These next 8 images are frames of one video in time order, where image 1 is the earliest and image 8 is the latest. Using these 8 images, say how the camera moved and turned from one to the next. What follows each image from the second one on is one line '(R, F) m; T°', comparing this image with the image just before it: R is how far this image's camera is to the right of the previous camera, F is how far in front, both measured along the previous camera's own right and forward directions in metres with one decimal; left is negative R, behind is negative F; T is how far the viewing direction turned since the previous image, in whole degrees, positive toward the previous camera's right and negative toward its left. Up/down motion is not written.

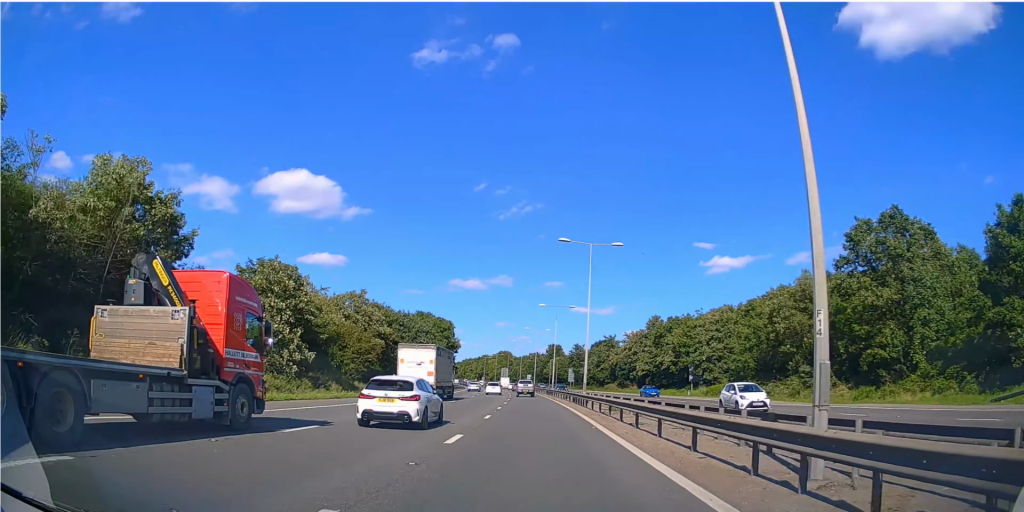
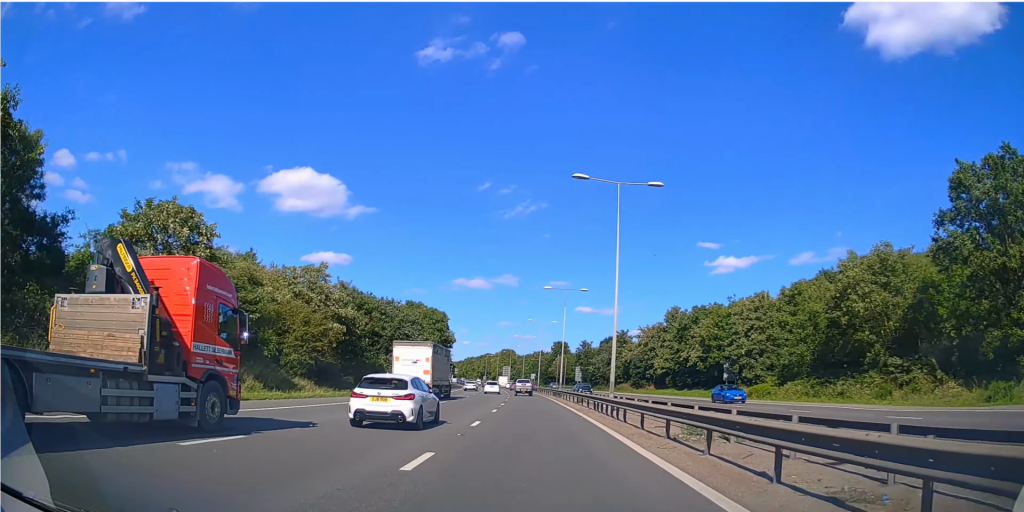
(0.0, +13.8) m; 0°
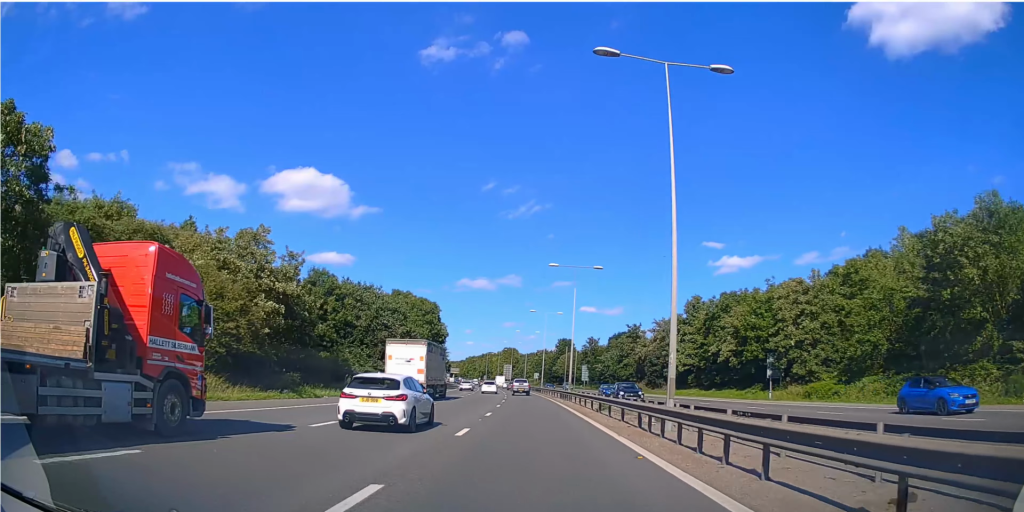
(+0.1, +11.9) m; -1°
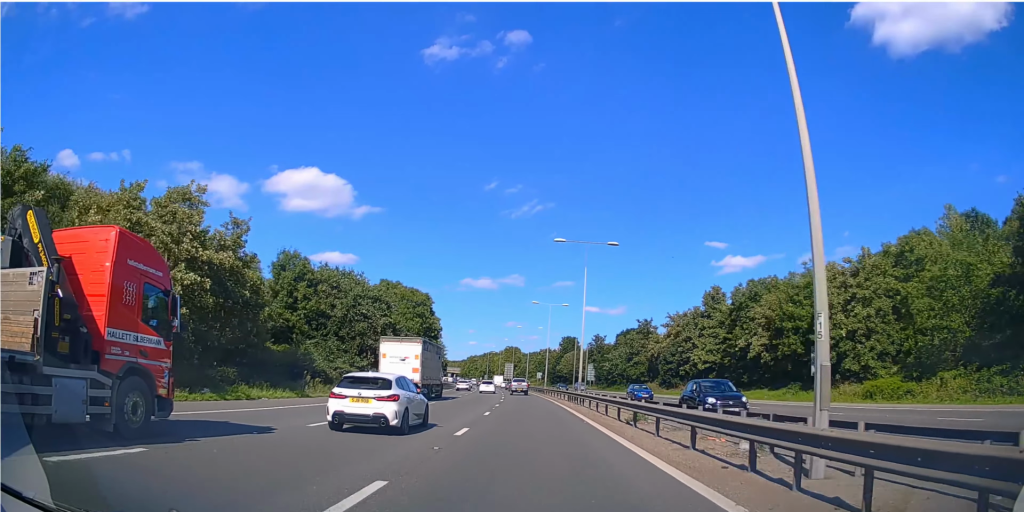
(0.0, +9.2) m; -1°
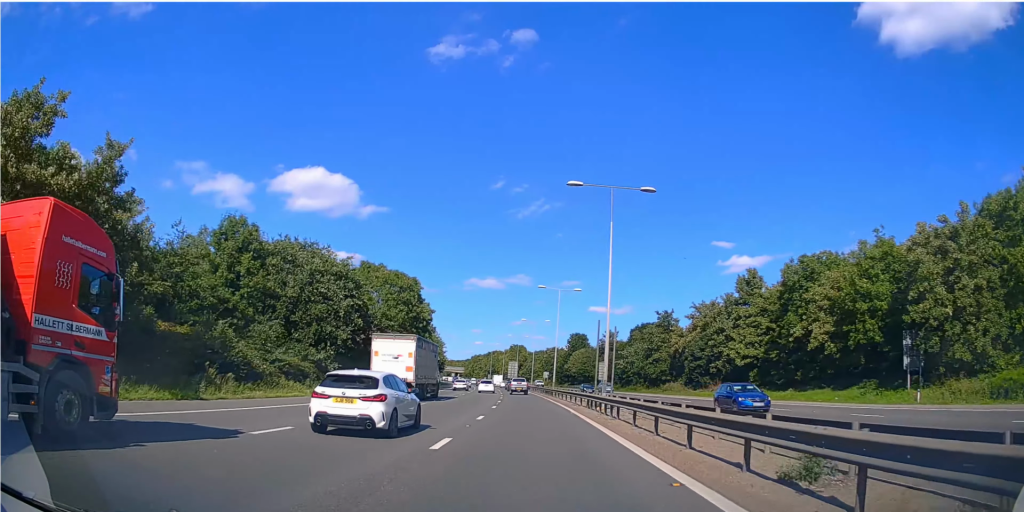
(-0.3, +12.8) m; -1°
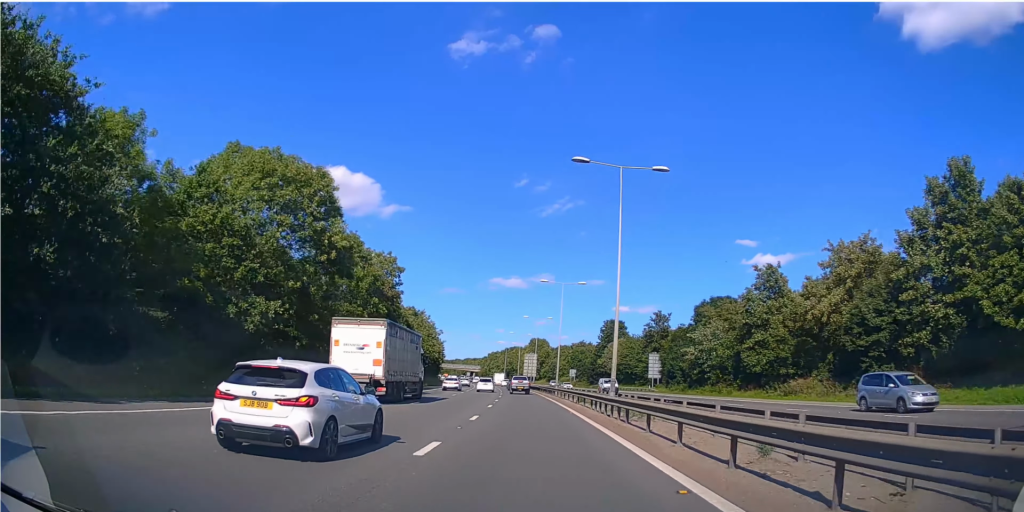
(-0.2, +38.6) m; -1°
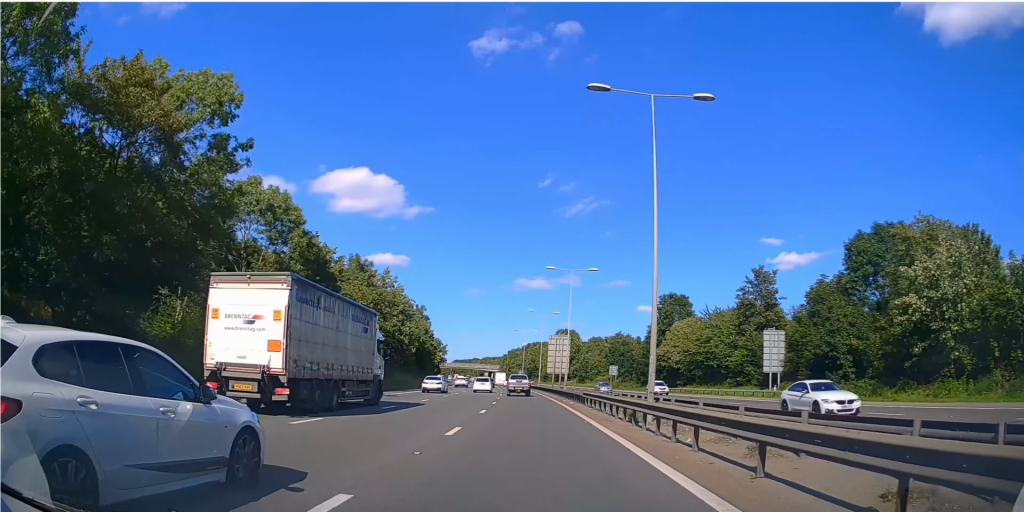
(-1.2, +42.7) m; -3°
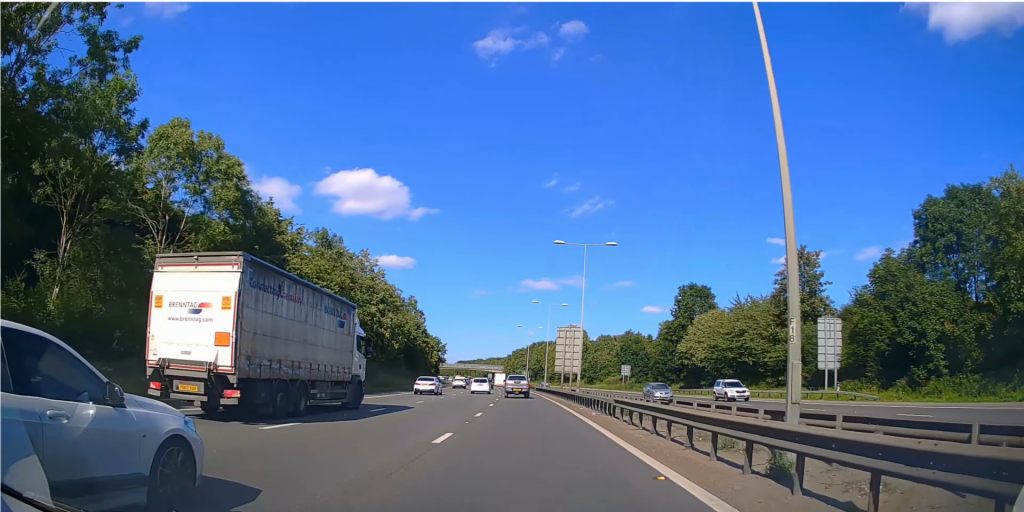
(0.0, +11.1) m; -1°
